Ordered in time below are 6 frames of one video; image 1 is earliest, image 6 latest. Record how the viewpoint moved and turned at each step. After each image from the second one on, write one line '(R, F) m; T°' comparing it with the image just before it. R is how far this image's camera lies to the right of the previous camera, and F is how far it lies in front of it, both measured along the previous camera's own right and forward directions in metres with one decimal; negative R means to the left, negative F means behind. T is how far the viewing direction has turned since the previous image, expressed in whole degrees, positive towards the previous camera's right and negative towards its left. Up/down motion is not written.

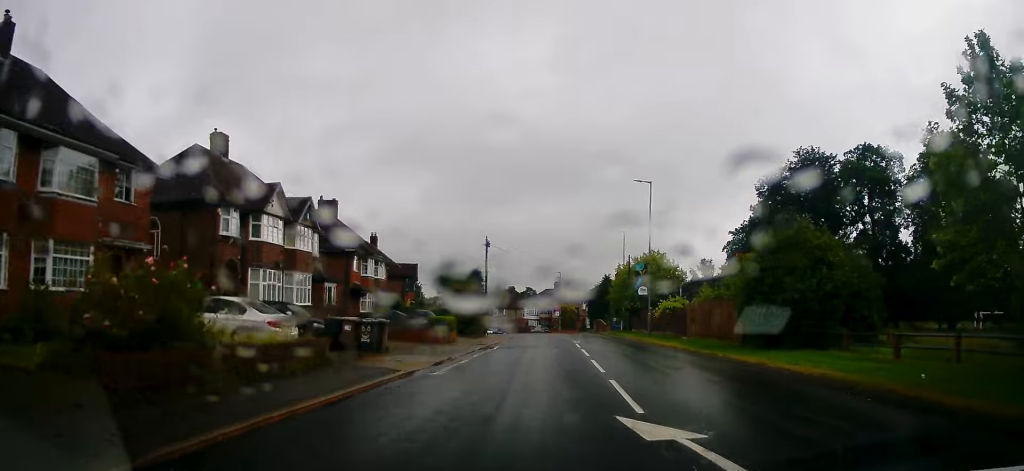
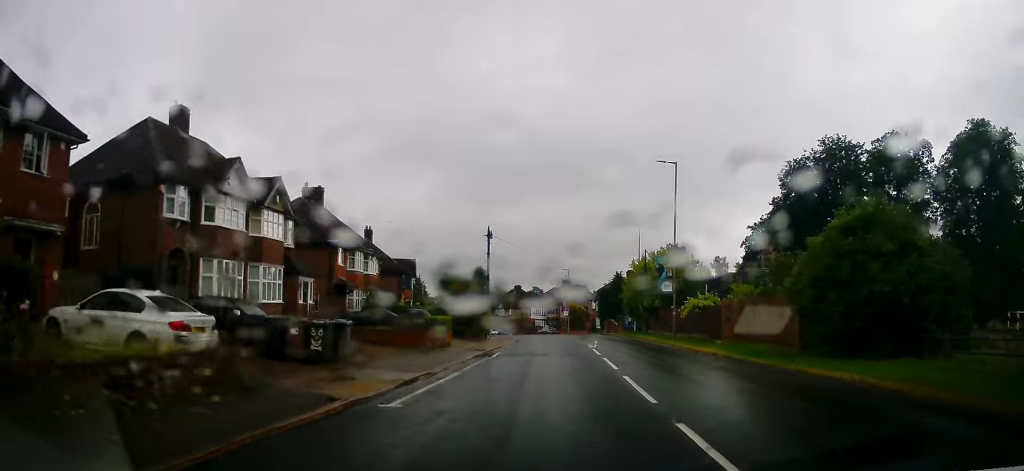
(+0.3, +5.1) m; 0°
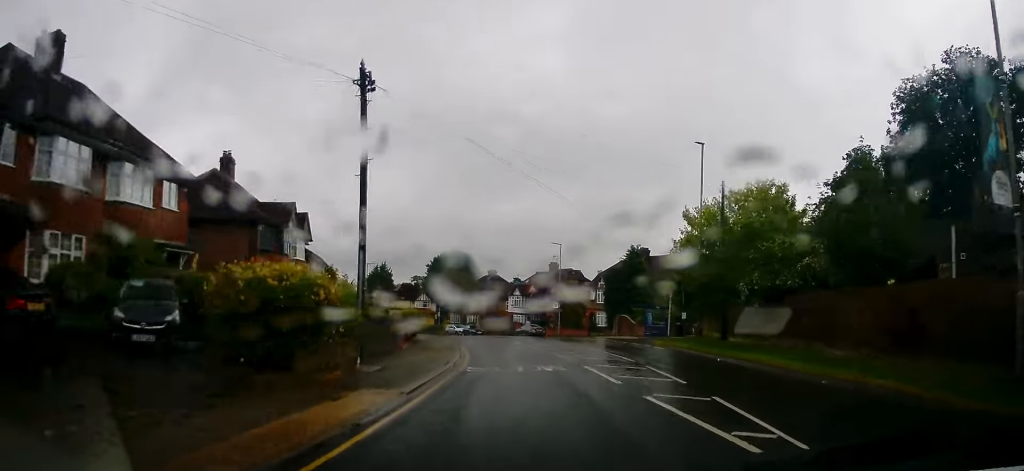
(-0.3, +26.4) m; 0°
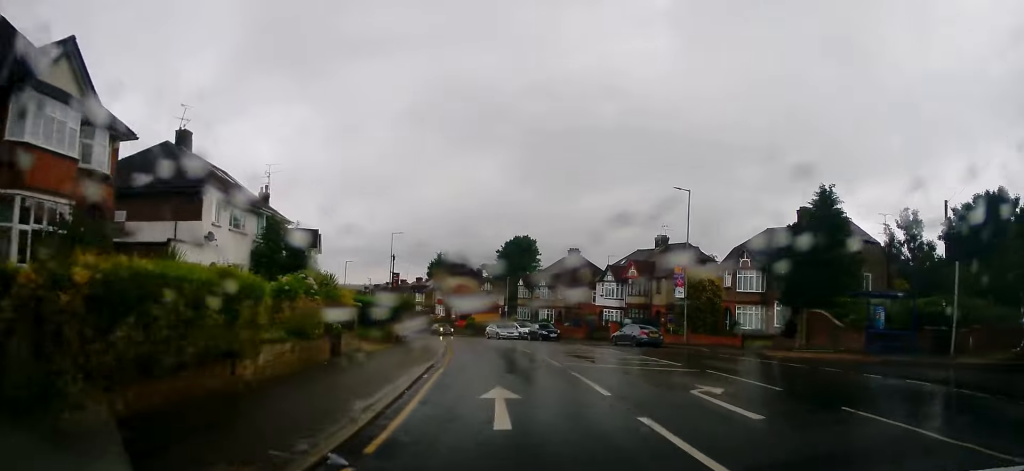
(-1.2, +26.2) m; -6°
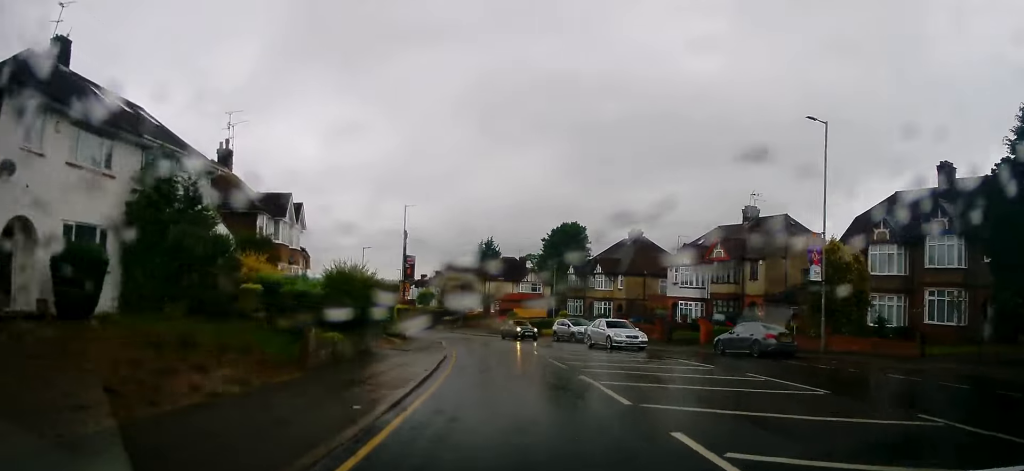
(-0.6, +13.4) m; -4°
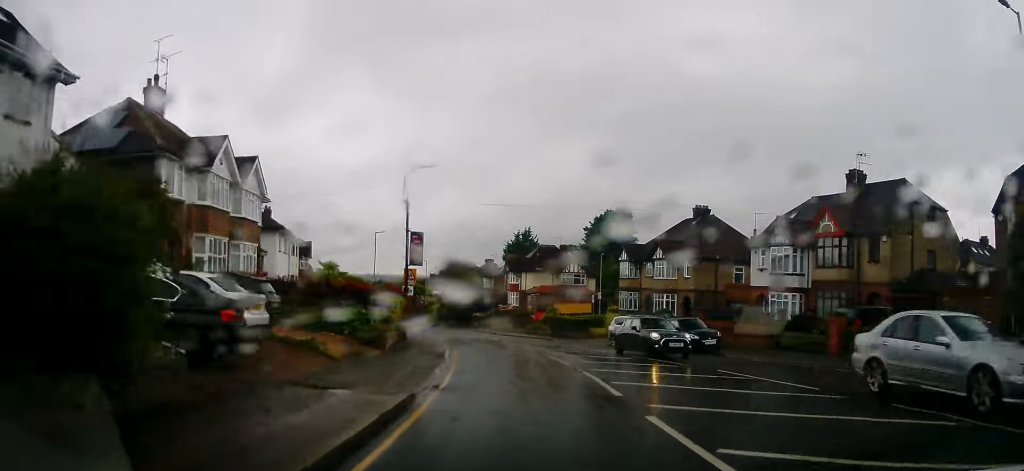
(-0.3, +11.5) m; -4°
